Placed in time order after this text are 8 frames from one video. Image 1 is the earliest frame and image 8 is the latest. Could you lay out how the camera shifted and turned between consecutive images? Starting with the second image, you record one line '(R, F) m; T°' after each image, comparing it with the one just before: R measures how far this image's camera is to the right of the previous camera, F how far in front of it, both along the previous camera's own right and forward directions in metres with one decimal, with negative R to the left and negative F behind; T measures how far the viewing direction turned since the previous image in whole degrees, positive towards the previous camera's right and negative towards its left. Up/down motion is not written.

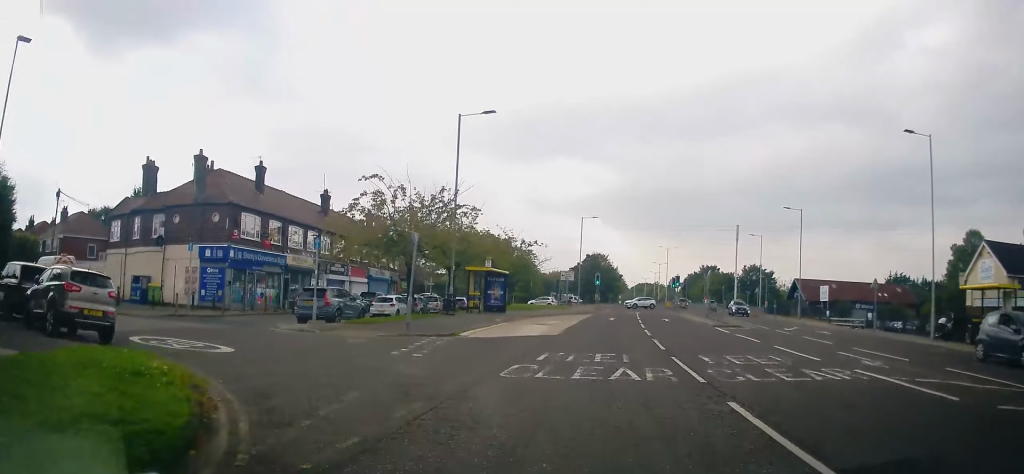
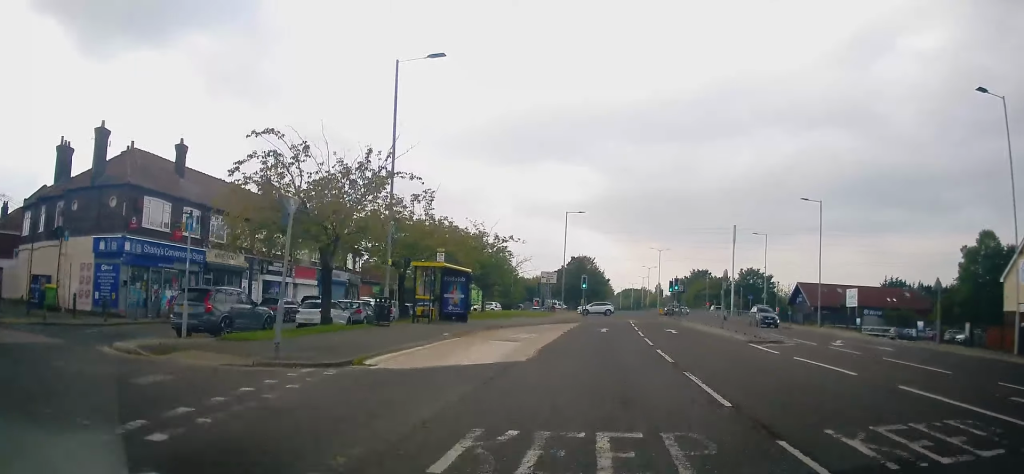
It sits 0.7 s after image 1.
(+0.2, +8.2) m; +1°
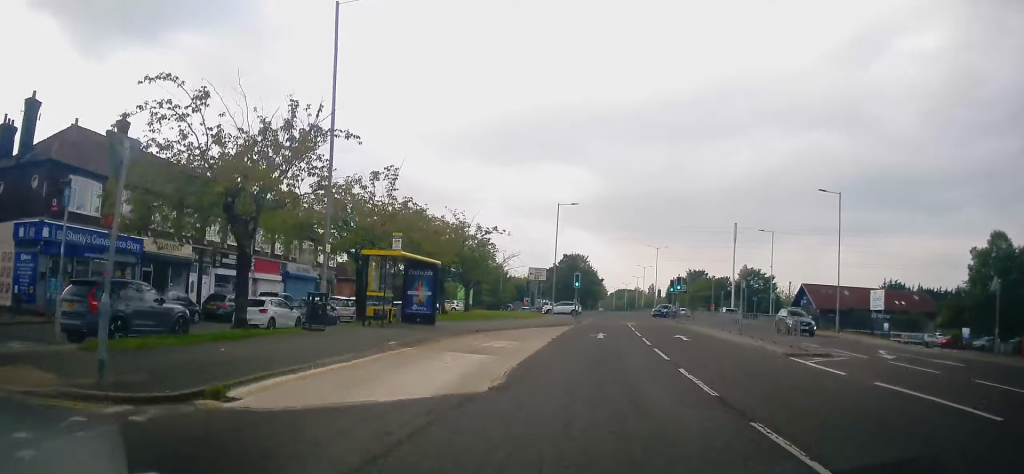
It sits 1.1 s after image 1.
(+0.2, +5.1) m; 0°
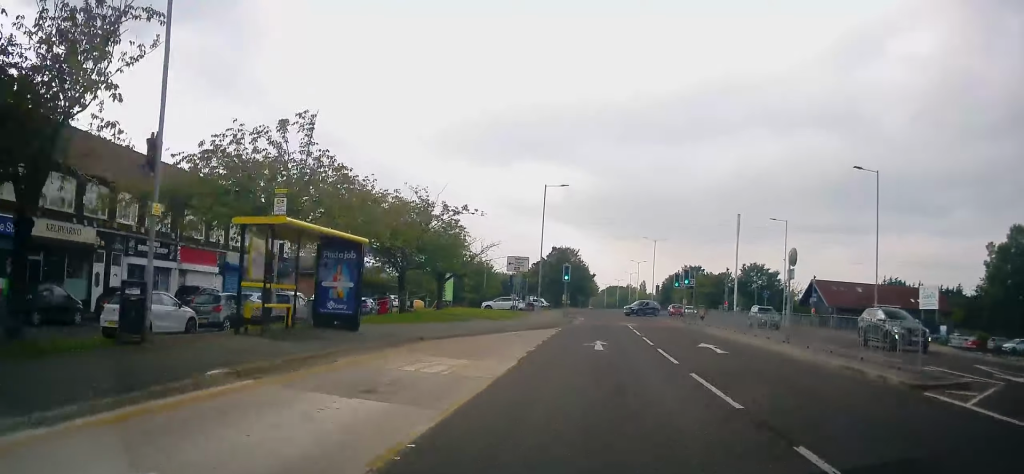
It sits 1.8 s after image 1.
(-0.1, +7.4) m; 0°
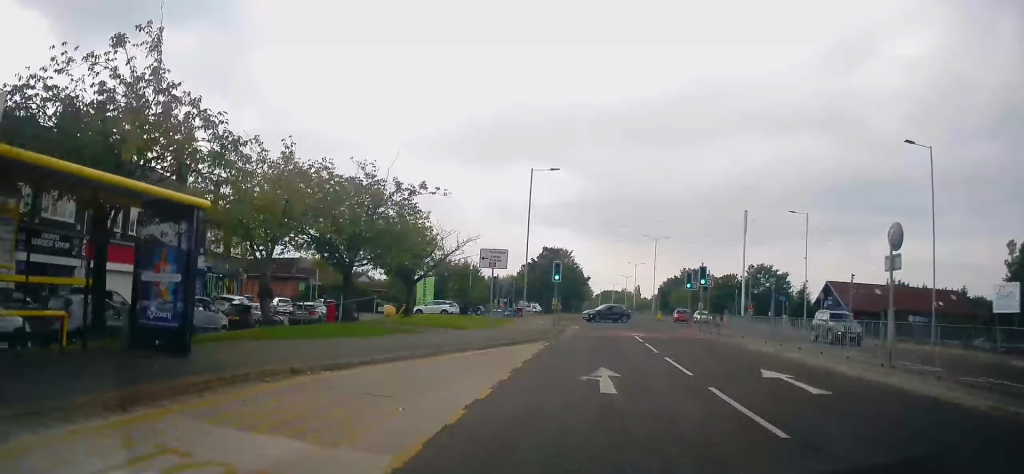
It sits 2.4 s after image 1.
(-0.2, +7.5) m; 0°
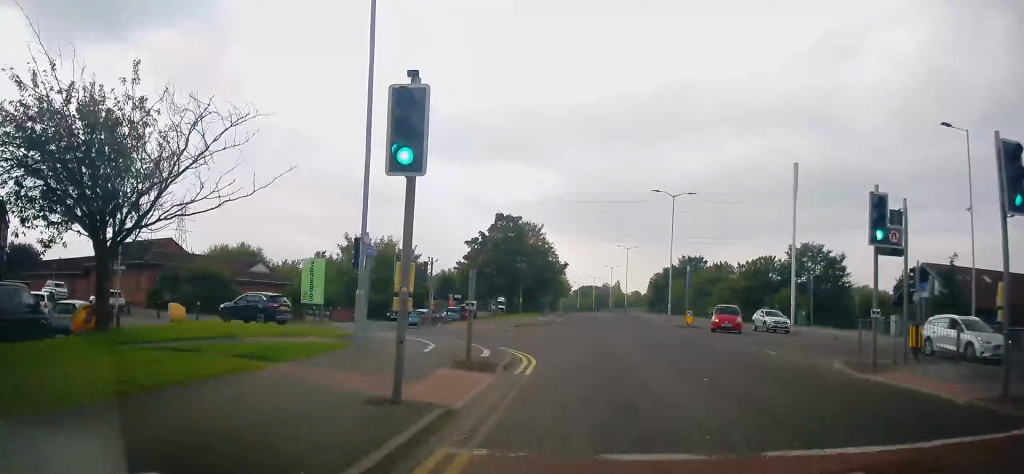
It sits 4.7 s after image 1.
(+1.2, +27.5) m; +3°
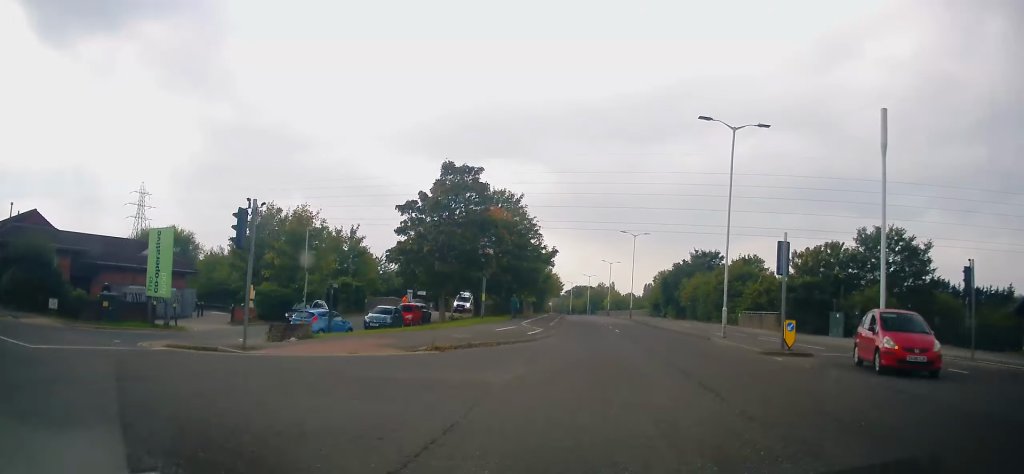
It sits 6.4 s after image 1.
(+0.1, +18.9) m; 0°
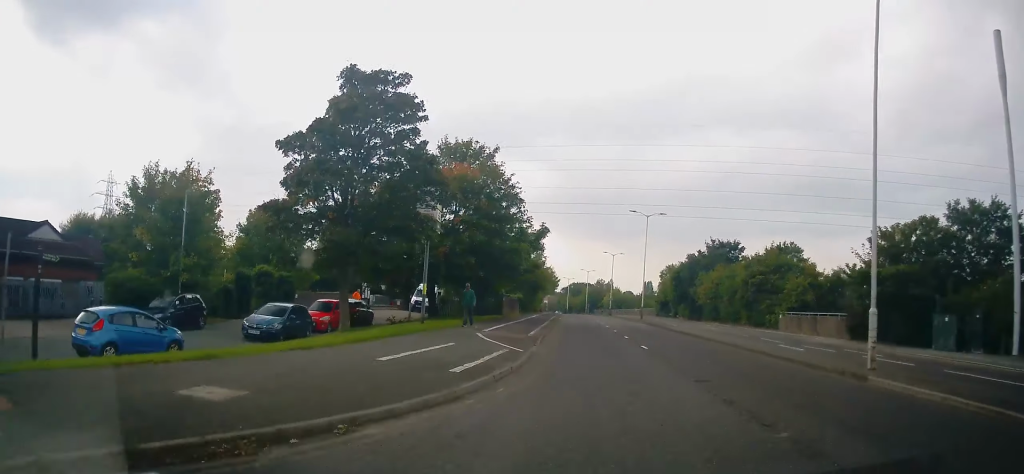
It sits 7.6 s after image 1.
(+0.2, +14.3) m; +2°
